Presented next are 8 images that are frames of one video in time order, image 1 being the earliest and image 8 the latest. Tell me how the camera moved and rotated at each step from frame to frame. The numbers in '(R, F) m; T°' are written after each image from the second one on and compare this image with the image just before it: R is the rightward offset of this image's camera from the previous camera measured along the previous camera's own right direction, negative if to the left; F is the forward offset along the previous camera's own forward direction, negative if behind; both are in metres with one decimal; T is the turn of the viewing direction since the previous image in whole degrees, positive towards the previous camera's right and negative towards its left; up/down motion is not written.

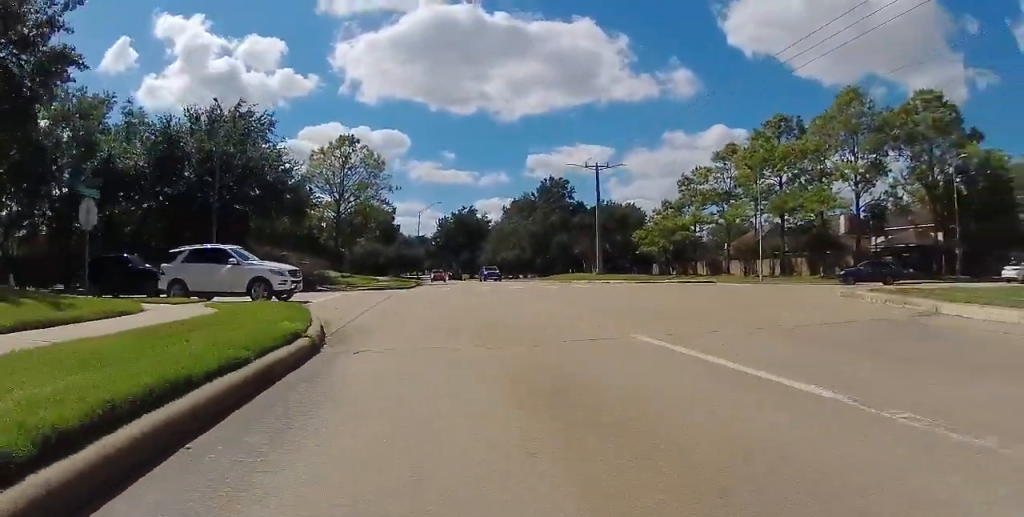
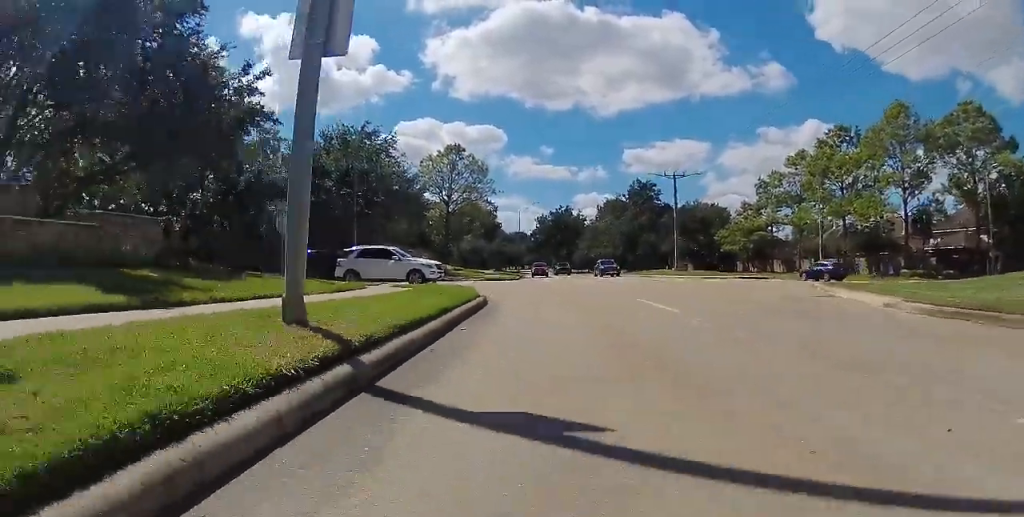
(-1.0, +6.8) m; -11°
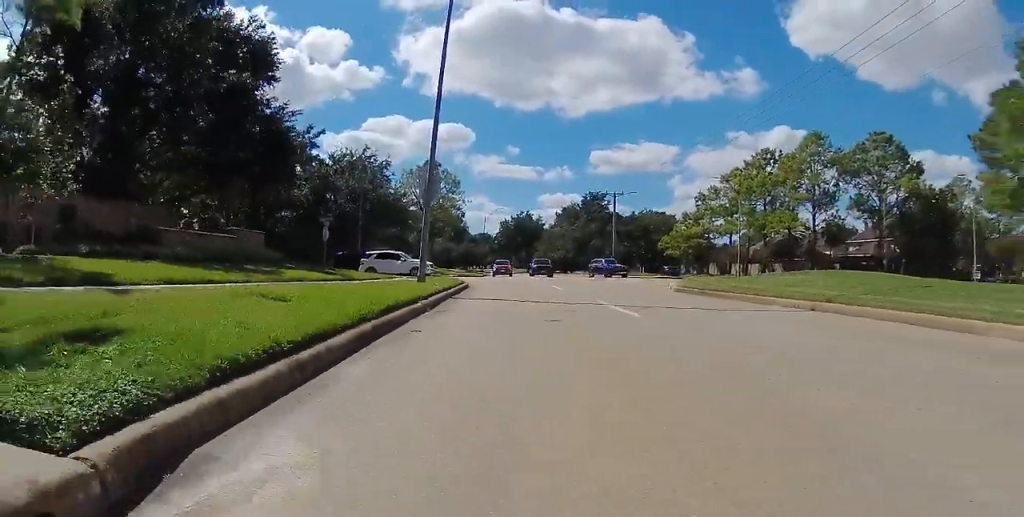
(0.0, +10.9) m; 0°
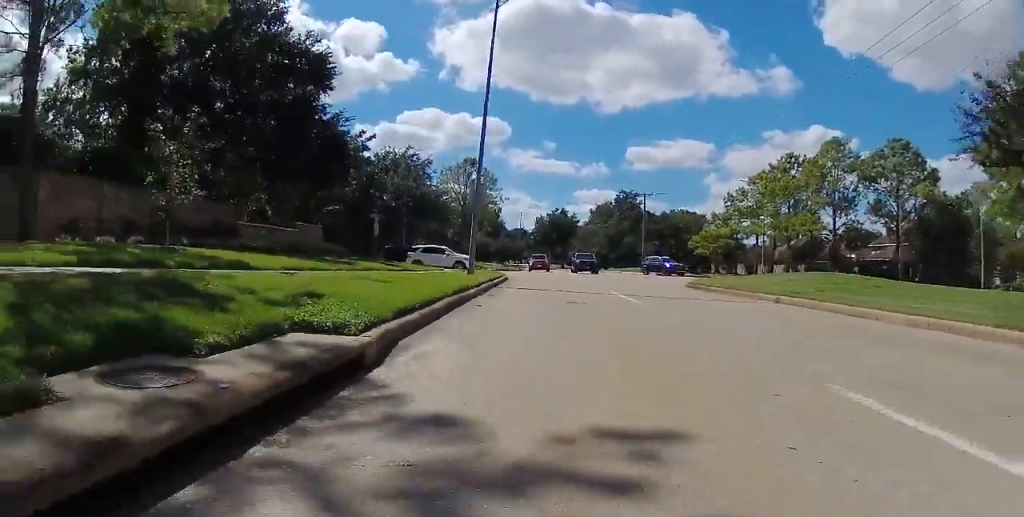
(-0.1, +3.2) m; 0°
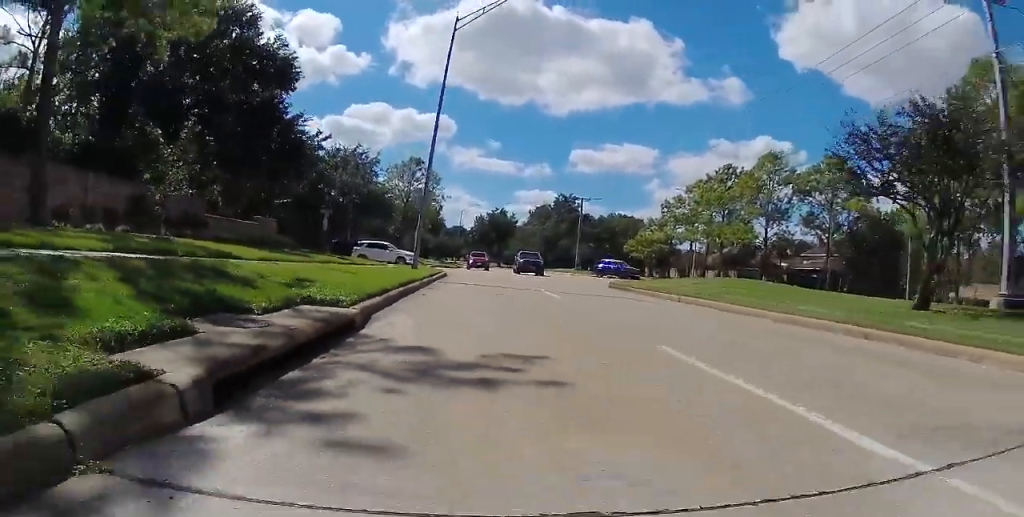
(0.0, +2.3) m; 0°
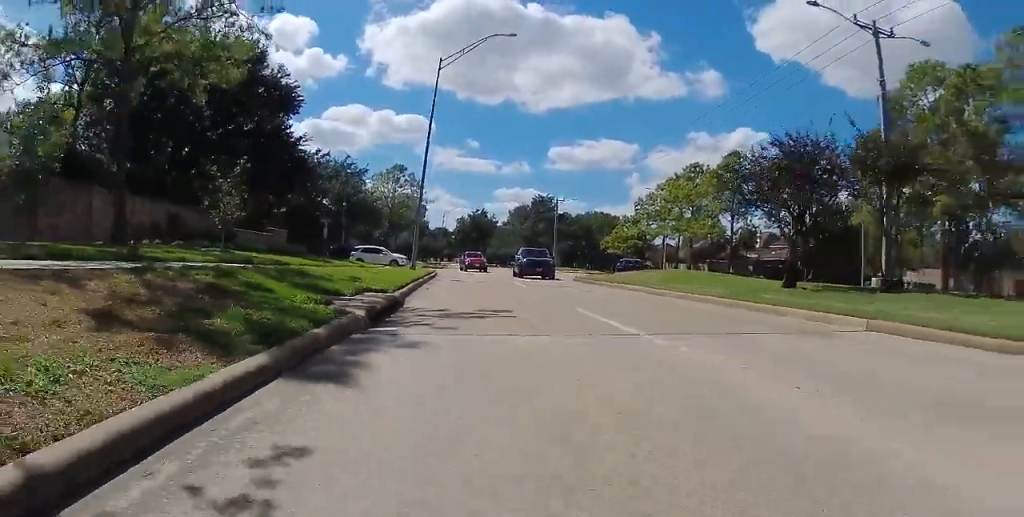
(+0.1, +4.6) m; +1°
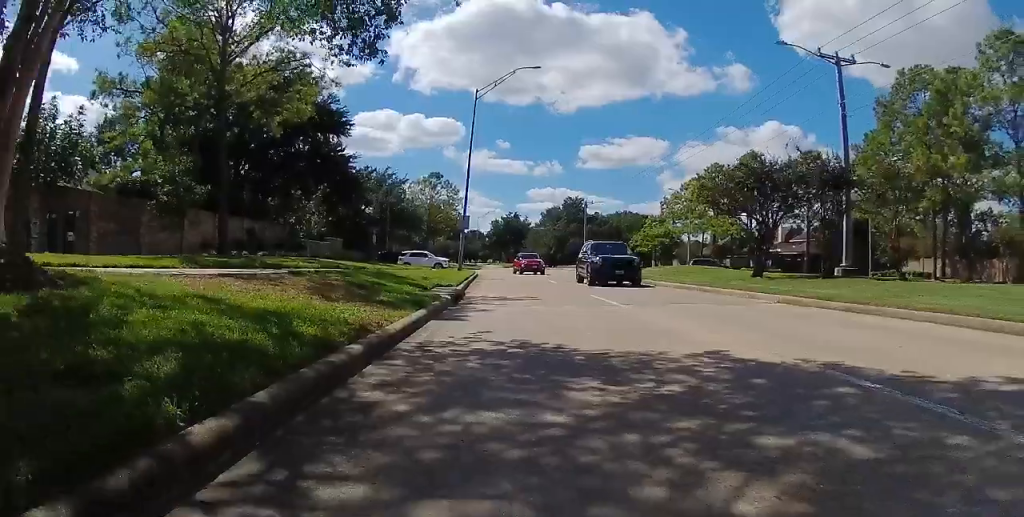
(+0.1, +5.0) m; +1°
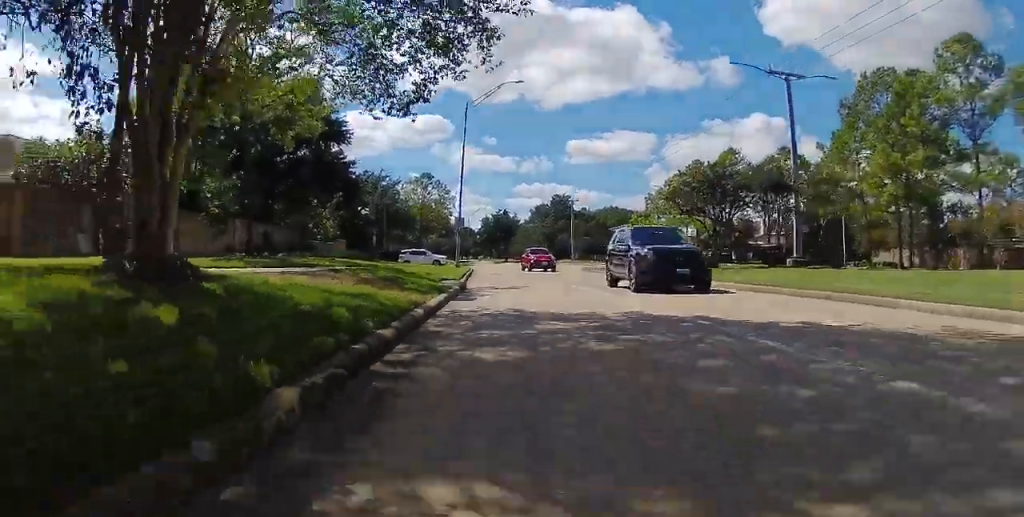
(0.0, +3.8) m; 0°
